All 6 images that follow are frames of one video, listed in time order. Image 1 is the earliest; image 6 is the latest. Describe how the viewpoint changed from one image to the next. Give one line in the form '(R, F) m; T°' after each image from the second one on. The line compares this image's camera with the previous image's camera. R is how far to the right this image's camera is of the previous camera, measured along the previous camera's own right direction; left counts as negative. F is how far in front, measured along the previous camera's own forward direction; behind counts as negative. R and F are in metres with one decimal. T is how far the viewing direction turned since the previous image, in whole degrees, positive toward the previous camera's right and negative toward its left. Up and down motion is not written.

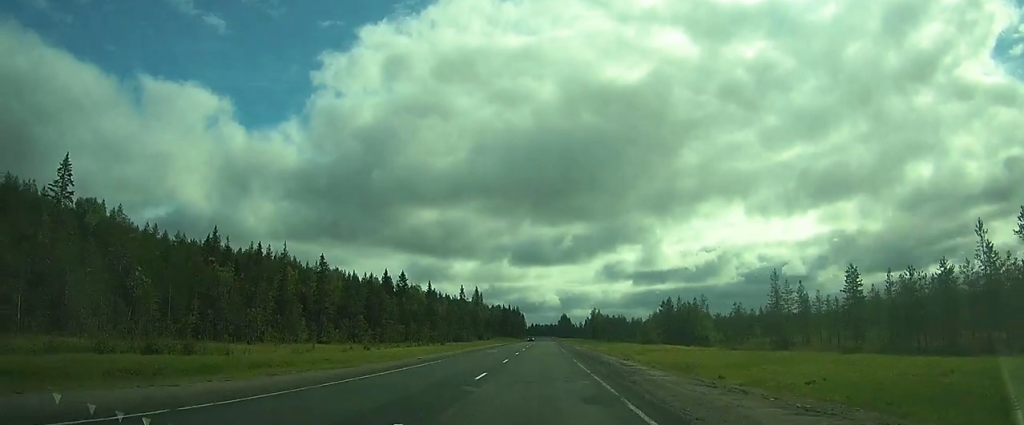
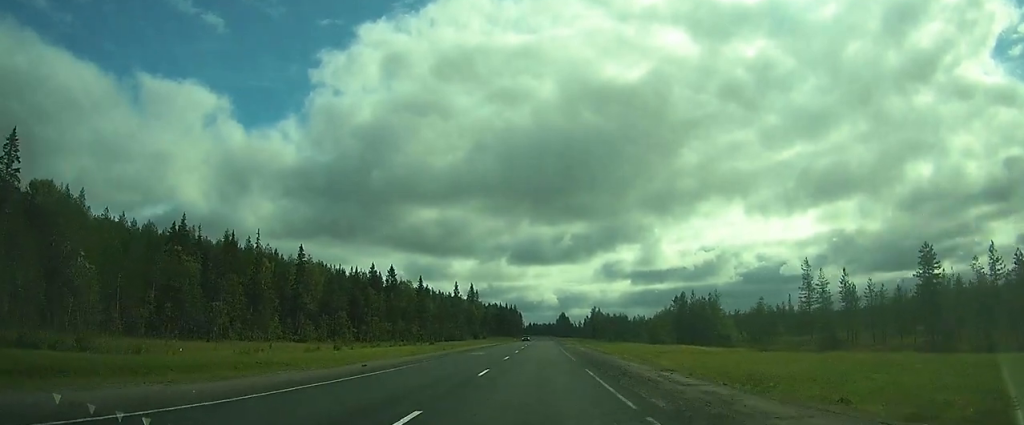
(-0.1, +9.9) m; 0°
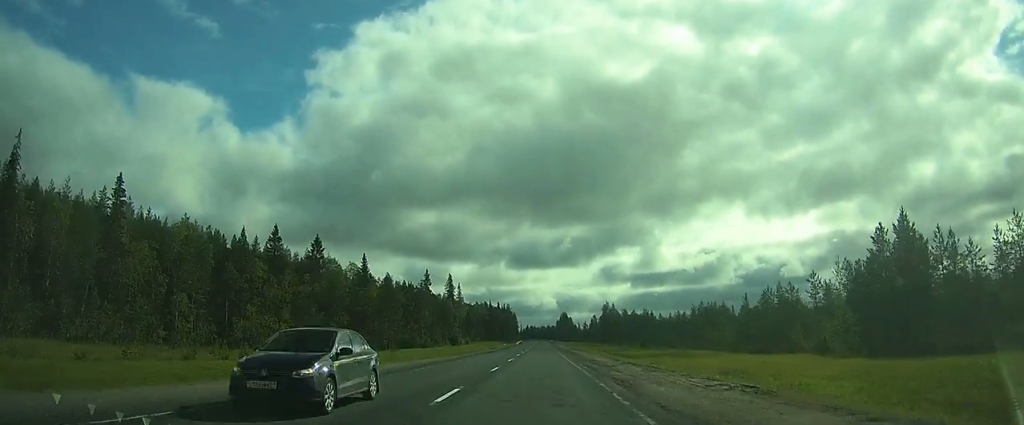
(+0.3, +51.5) m; 0°
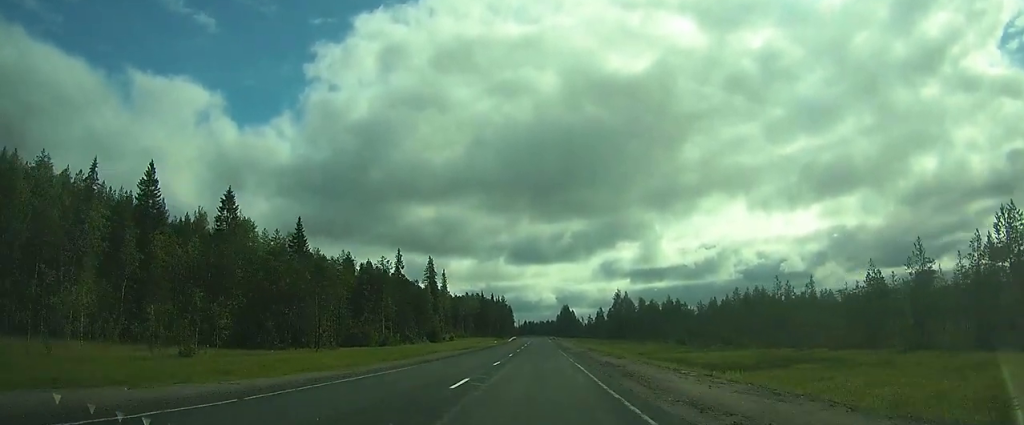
(-0.7, +32.1) m; -2°
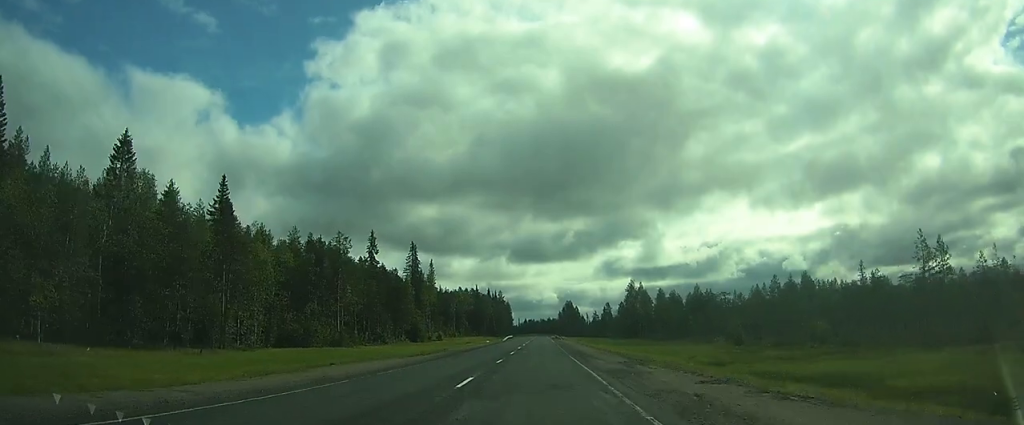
(+0.3, +22.4) m; +1°
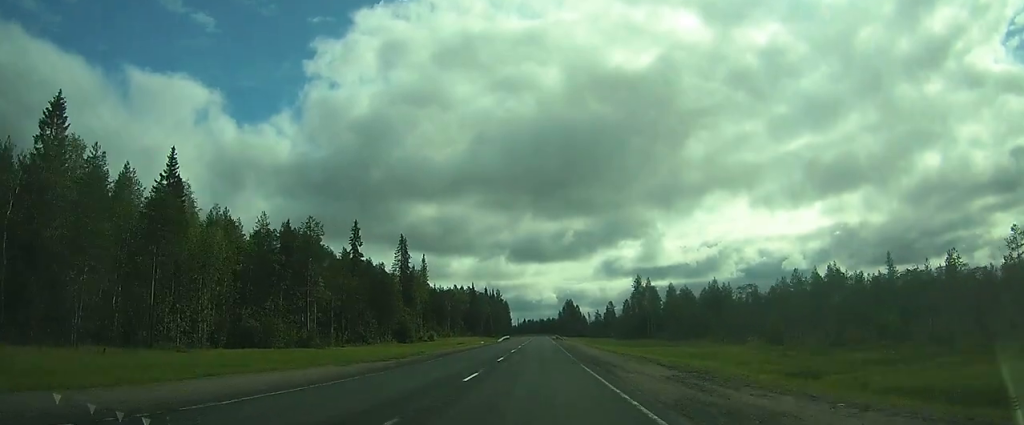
(0.0, +9.9) m; 0°
